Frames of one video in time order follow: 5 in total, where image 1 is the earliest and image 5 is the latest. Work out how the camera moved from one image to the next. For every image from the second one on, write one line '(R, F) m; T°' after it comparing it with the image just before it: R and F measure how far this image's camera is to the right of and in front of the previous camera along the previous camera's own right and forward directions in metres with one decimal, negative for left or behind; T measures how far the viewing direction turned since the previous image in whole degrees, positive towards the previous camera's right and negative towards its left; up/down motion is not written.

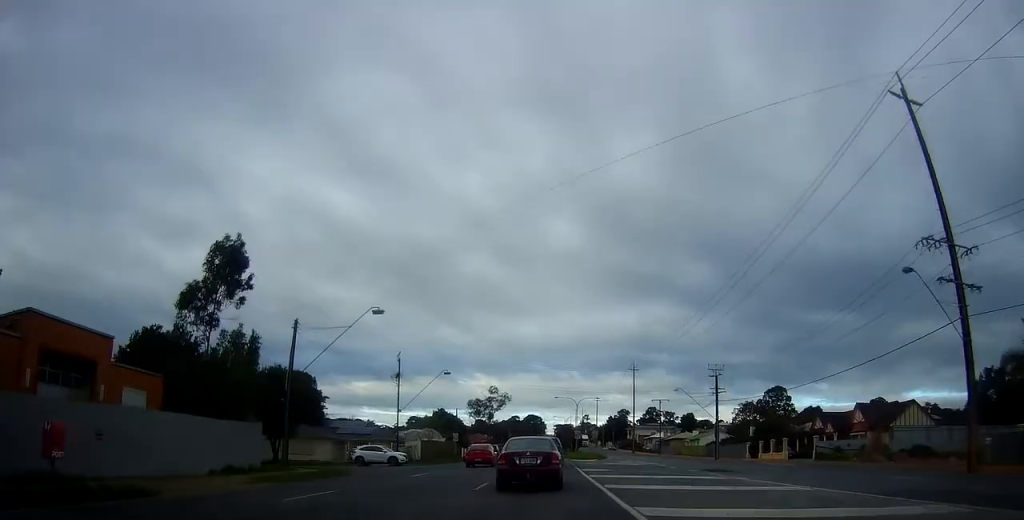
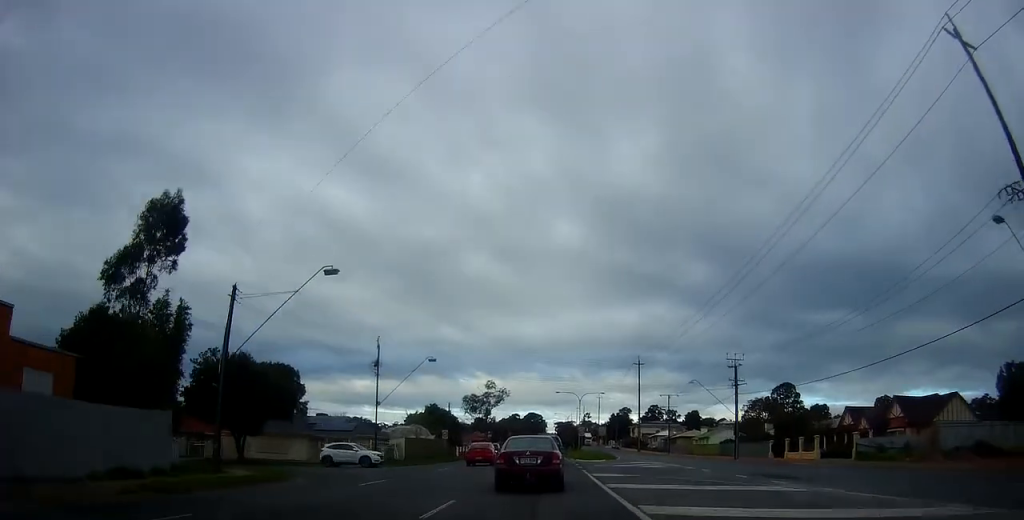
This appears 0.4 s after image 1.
(-0.2, +6.8) m; -1°
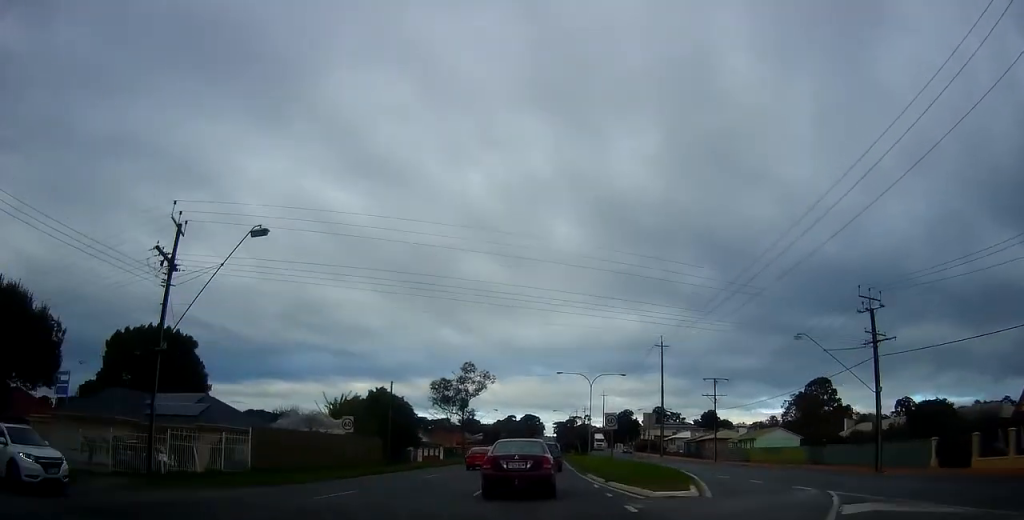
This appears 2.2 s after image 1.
(-0.5, +27.6) m; -1°
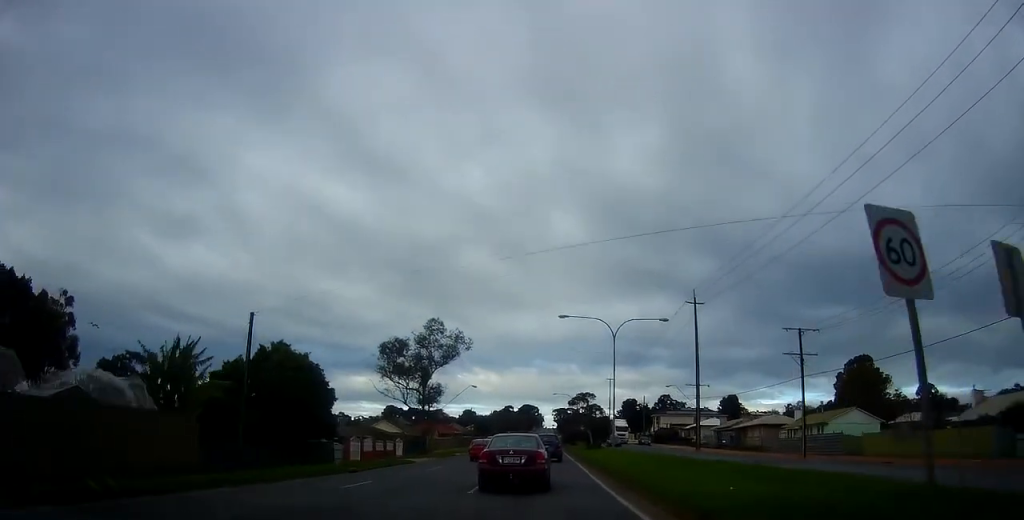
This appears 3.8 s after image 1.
(0.0, +24.4) m; +2°
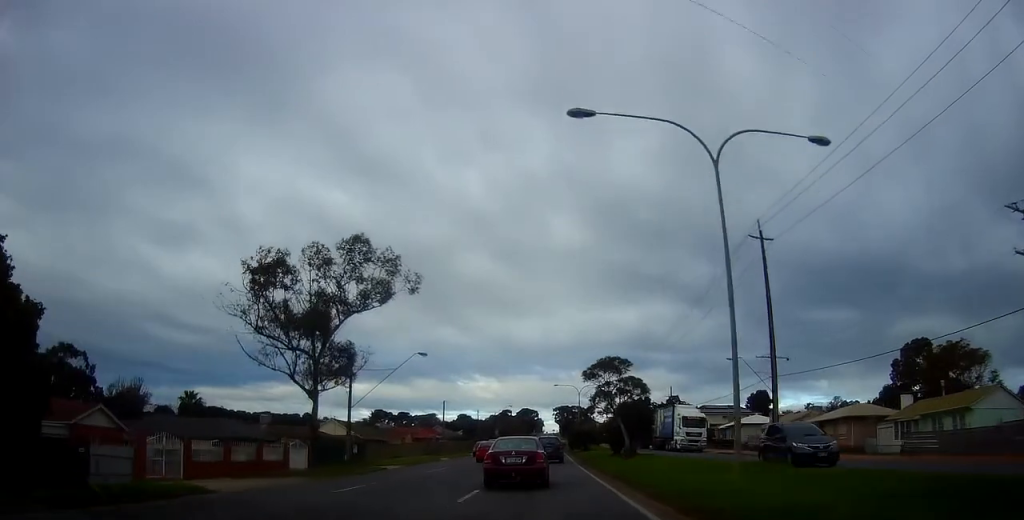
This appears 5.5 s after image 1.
(+0.3, +26.2) m; -1°
